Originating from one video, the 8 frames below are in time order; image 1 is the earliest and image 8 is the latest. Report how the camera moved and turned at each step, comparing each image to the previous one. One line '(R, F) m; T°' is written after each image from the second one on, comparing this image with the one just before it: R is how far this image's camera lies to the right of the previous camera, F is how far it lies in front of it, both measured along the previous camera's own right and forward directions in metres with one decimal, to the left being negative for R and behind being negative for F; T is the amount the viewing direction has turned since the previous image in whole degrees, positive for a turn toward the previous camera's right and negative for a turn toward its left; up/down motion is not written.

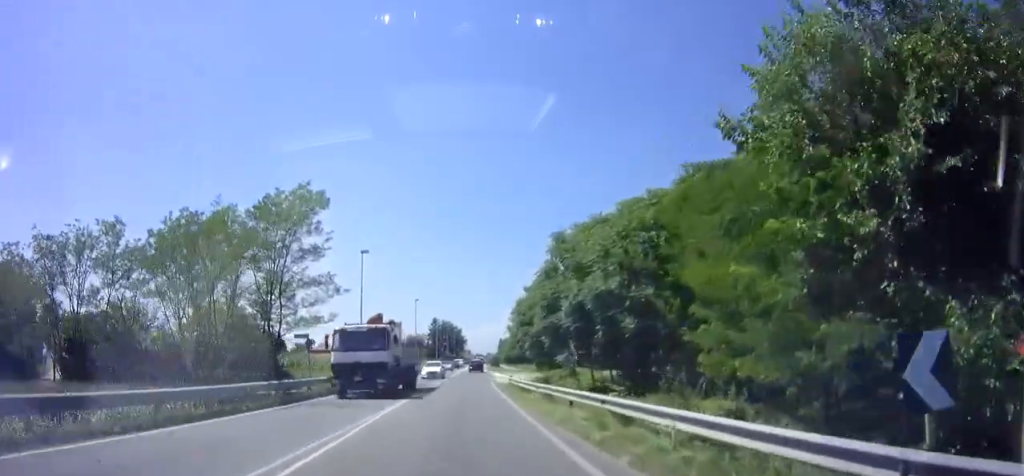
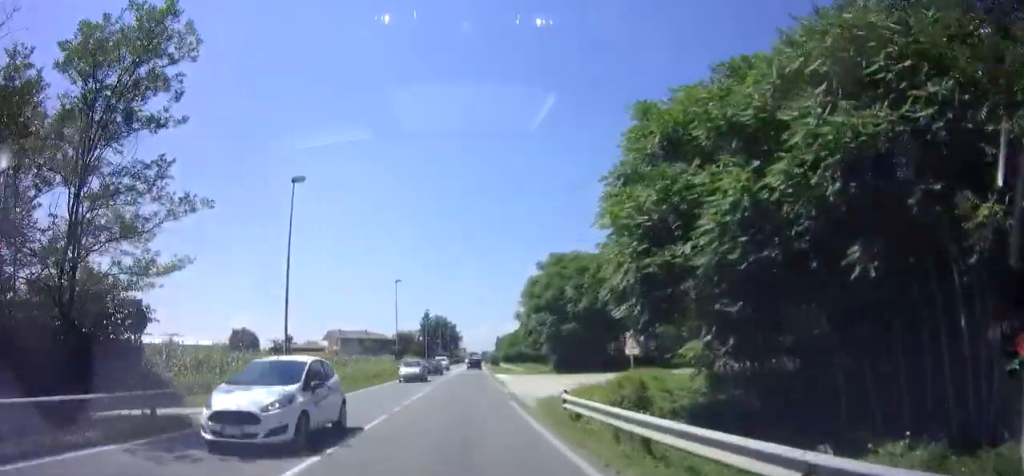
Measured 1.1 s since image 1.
(-0.3, +16.7) m; 0°
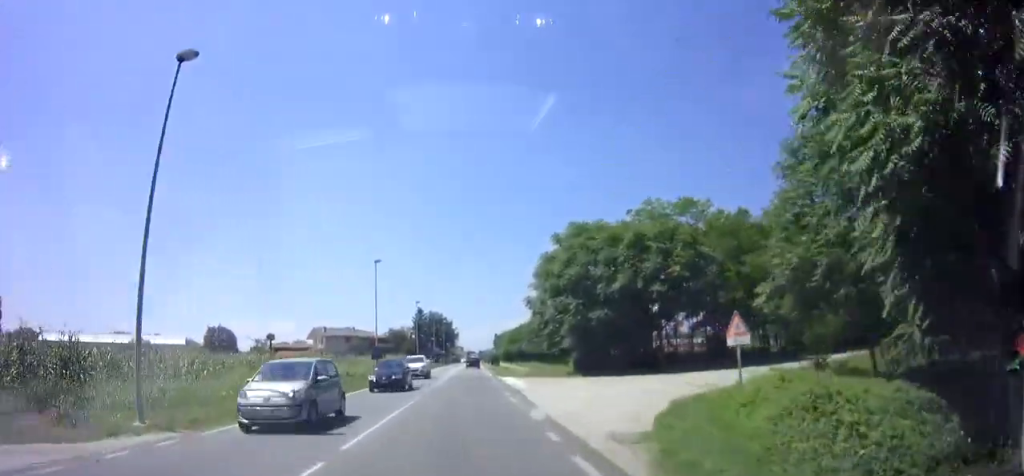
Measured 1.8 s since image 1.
(+0.1, +11.1) m; +1°
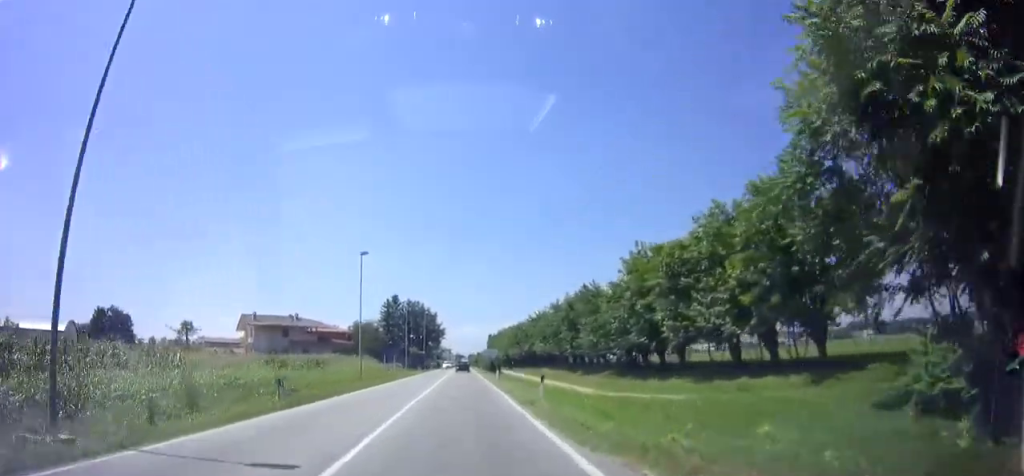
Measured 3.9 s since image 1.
(+0.5, +33.8) m; +1°
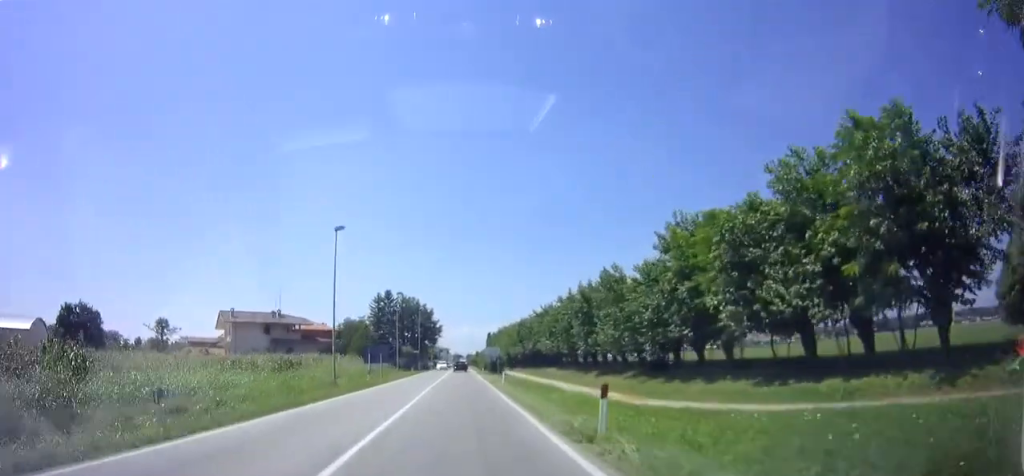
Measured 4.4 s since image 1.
(0.0, +7.9) m; 0°
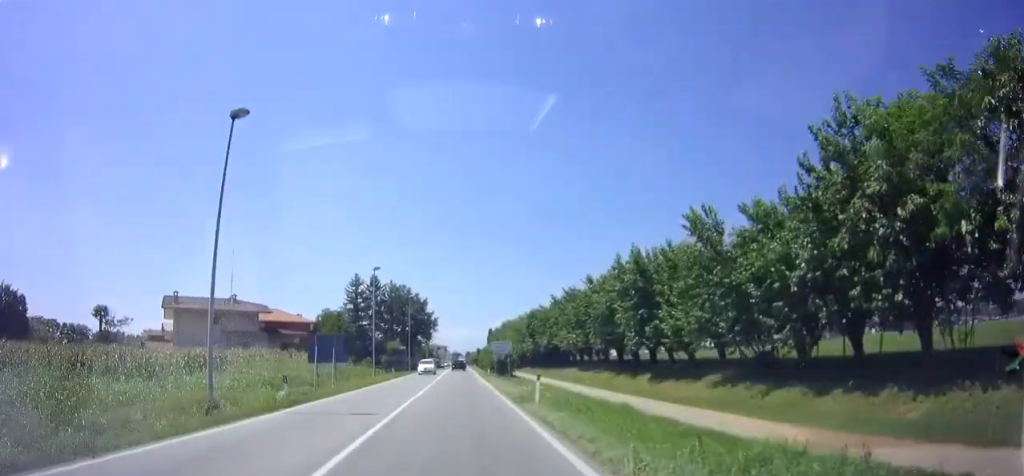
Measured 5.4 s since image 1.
(-0.1, +15.5) m; 0°
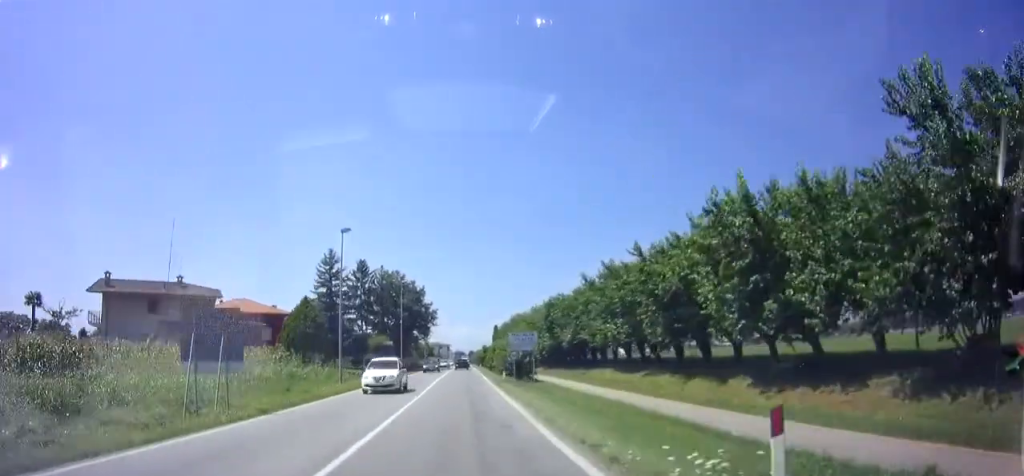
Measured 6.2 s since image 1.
(0.0, +13.5) m; 0°
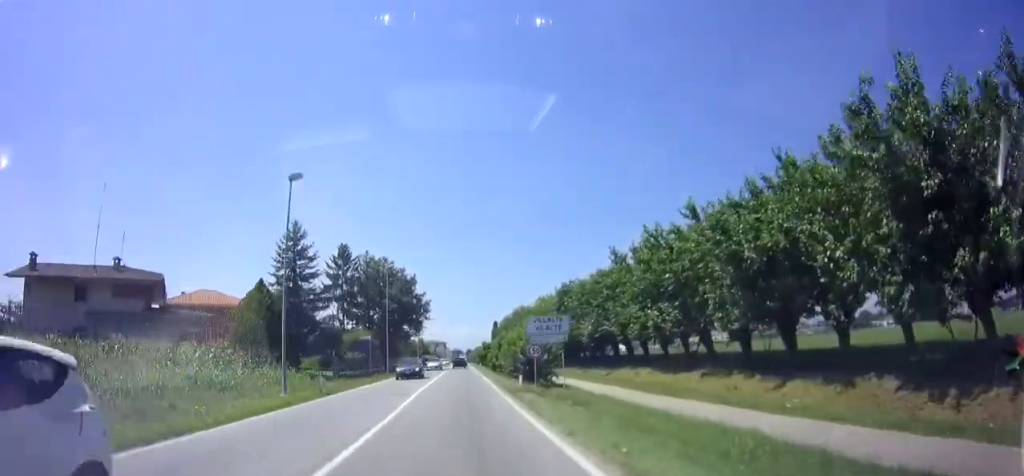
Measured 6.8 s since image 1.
(0.0, +9.7) m; 0°
